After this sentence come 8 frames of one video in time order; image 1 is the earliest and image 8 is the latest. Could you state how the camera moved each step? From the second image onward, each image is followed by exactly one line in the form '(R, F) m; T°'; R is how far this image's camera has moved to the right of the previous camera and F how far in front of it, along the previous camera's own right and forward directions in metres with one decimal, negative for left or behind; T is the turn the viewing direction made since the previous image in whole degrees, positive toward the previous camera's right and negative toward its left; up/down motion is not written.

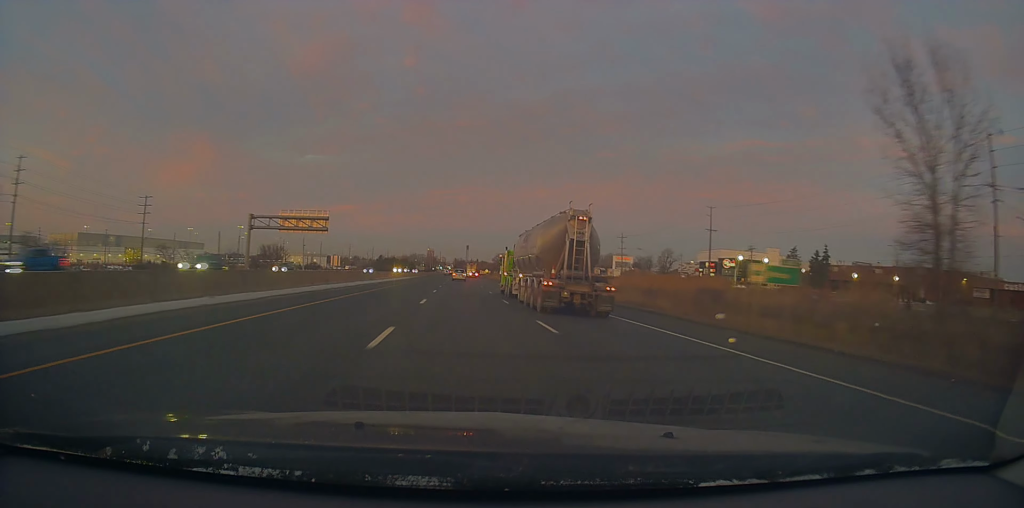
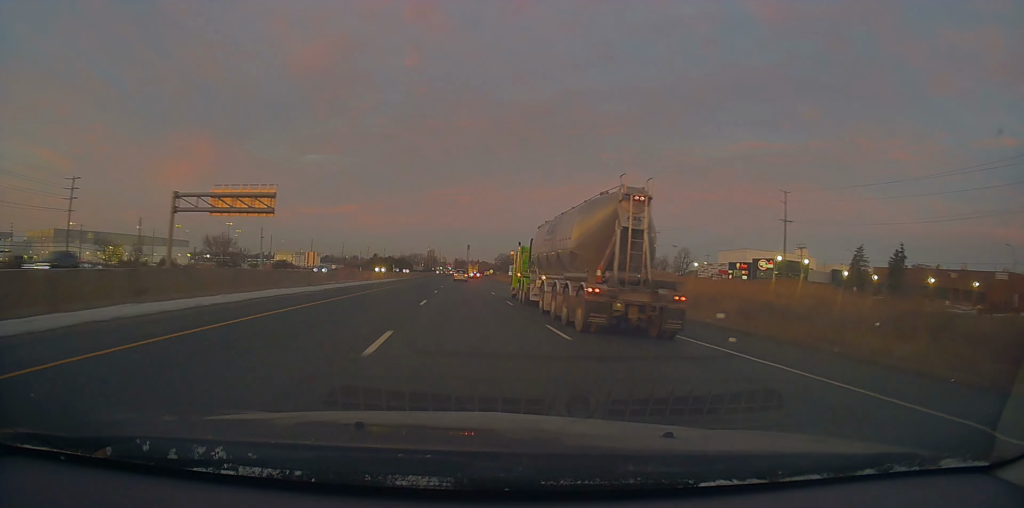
(-0.4, +25.1) m; -1°
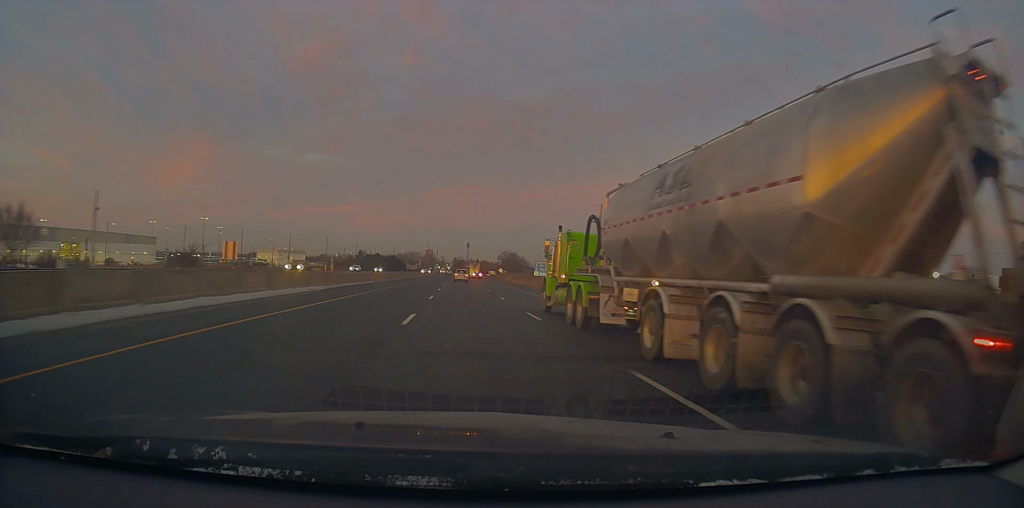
(-0.3, +43.8) m; 0°
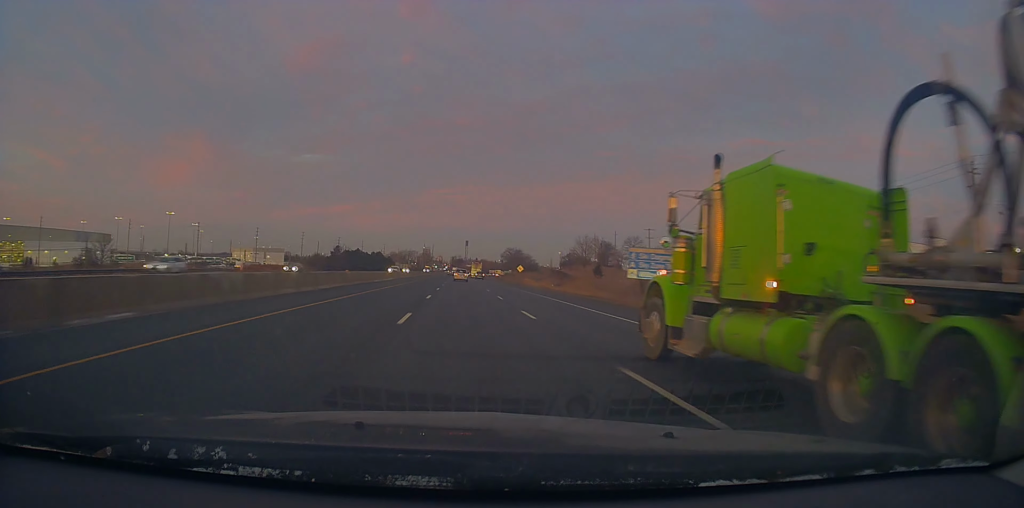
(+0.4, +48.7) m; 0°
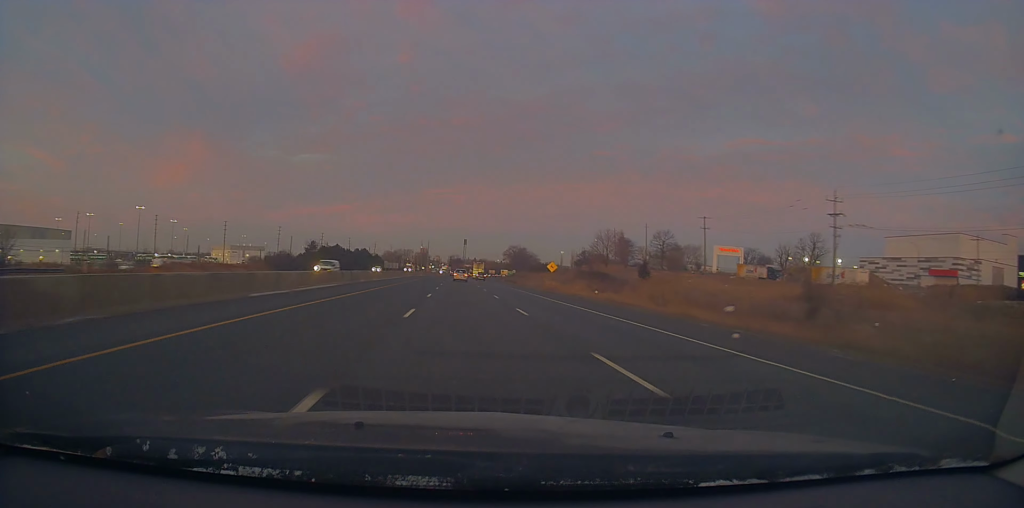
(-0.6, +34.7) m; 0°
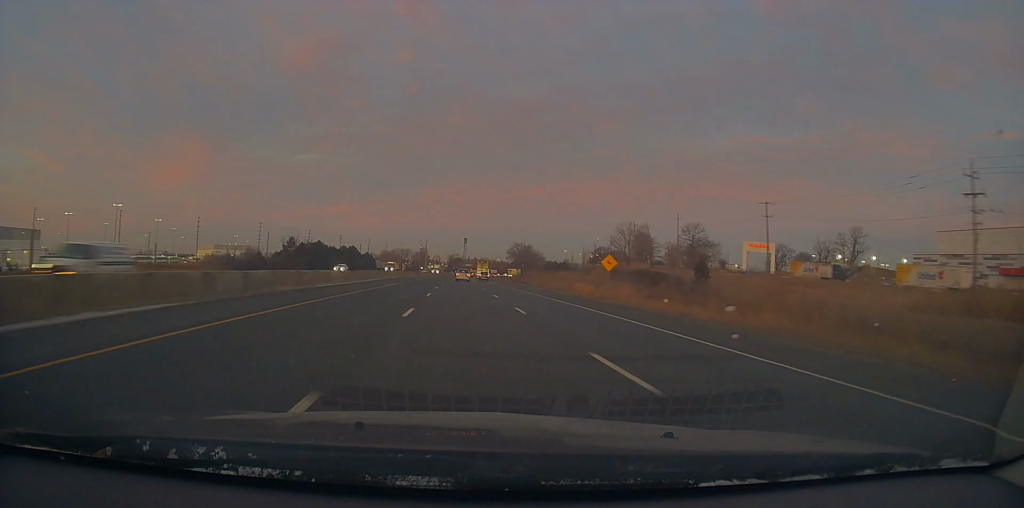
(+0.1, +24.4) m; +1°
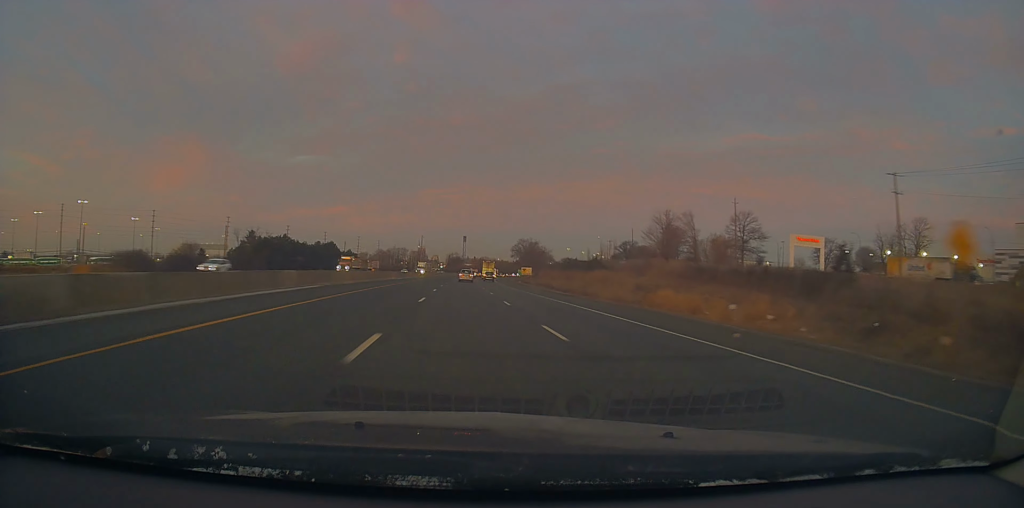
(+0.4, +31.5) m; +1°
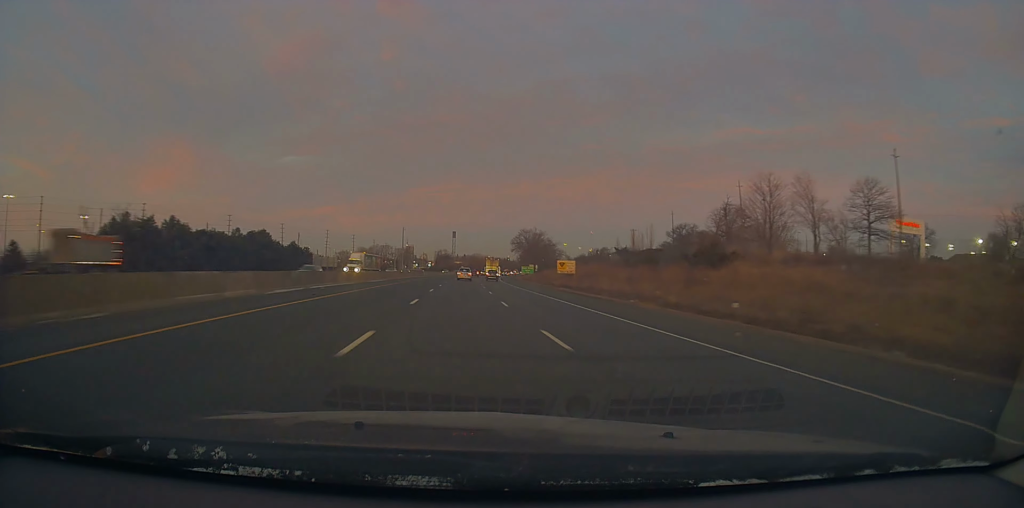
(+0.2, +50.3) m; 0°
